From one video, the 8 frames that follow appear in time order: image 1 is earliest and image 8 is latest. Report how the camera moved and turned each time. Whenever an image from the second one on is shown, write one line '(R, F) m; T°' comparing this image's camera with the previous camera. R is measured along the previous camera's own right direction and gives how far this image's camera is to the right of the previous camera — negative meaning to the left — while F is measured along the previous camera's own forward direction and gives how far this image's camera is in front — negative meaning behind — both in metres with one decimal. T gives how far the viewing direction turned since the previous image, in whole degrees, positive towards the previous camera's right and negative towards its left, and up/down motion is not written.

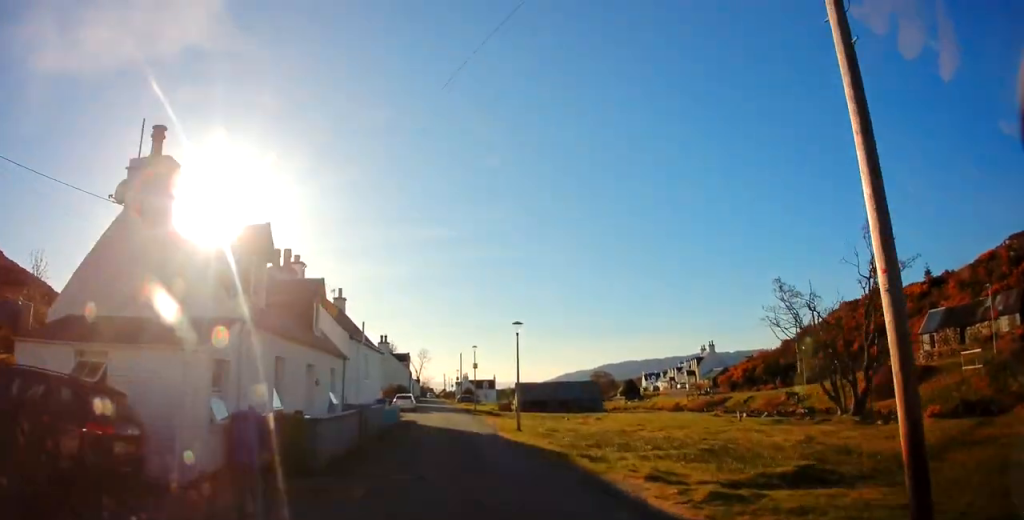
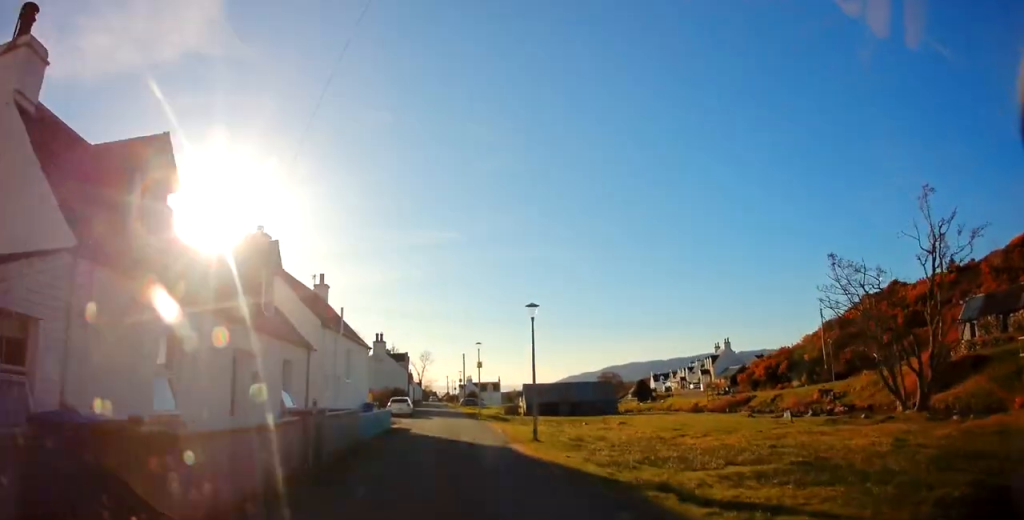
(-0.1, +5.2) m; 0°
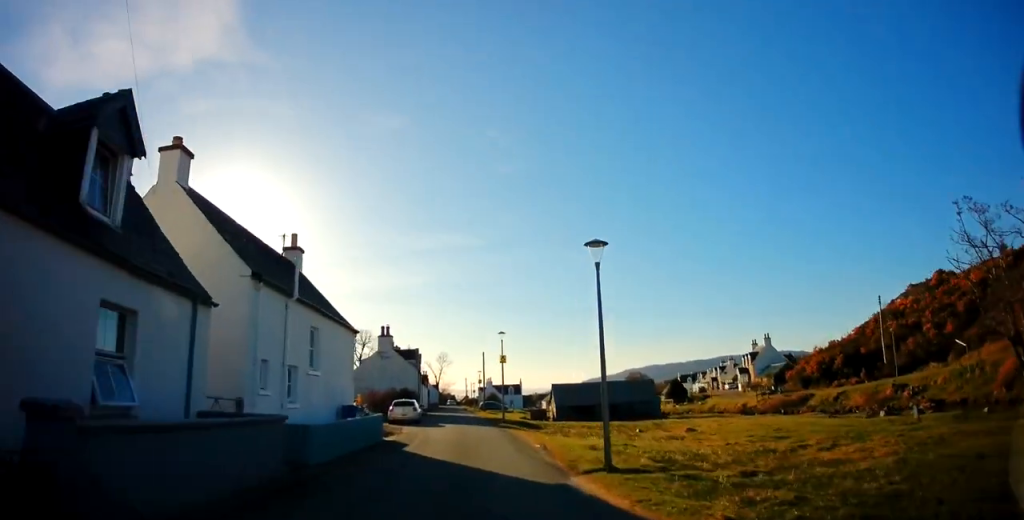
(-0.2, +7.8) m; +1°
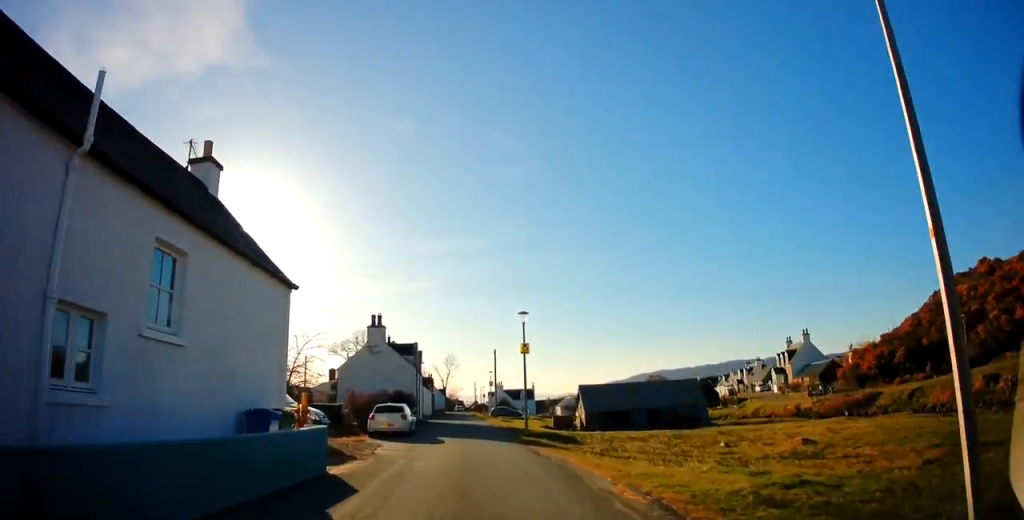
(+0.3, +8.9) m; +2°
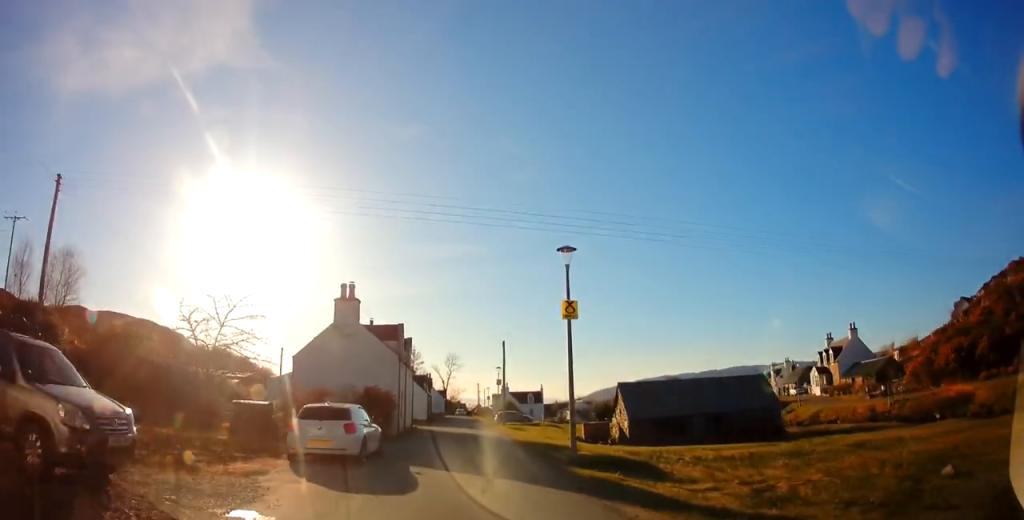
(0.0, +10.5) m; 0°
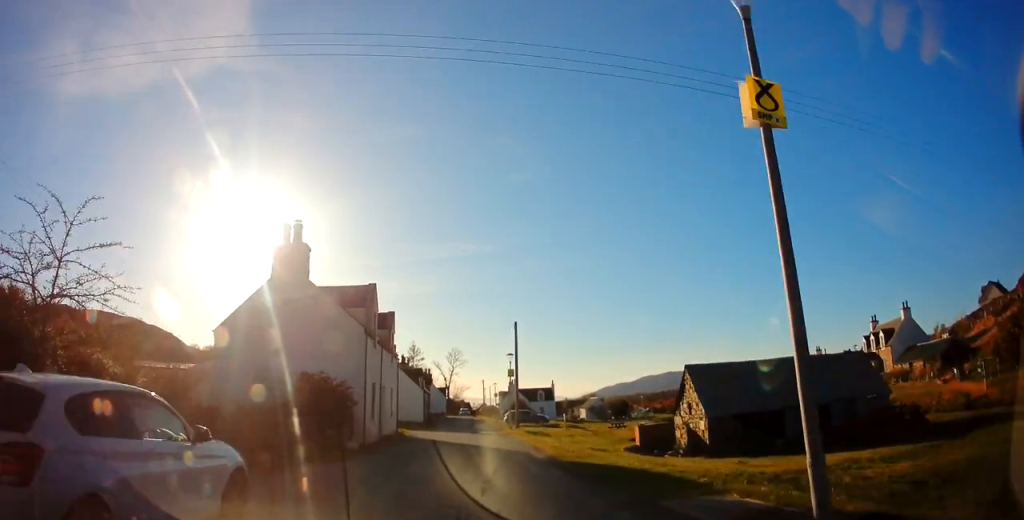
(-0.1, +9.9) m; -3°
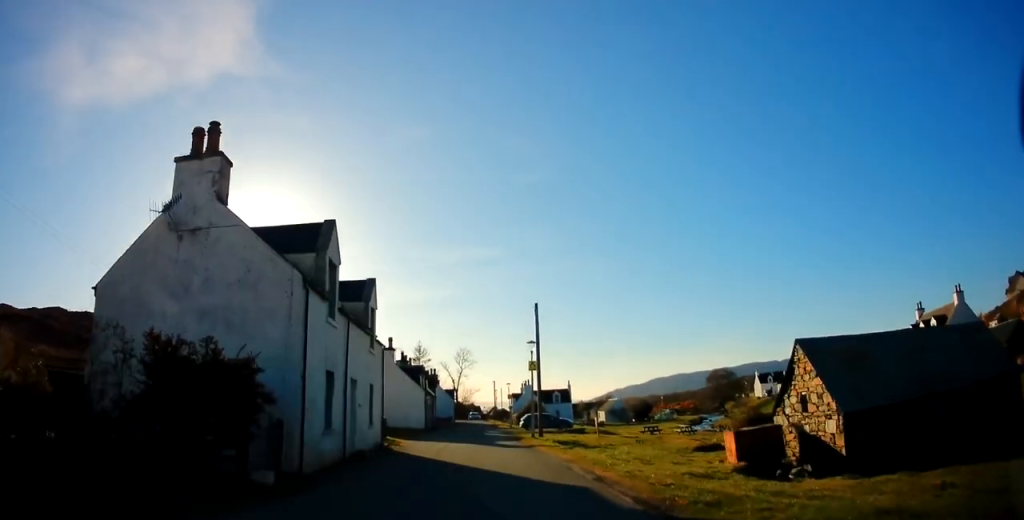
(-0.3, +8.1) m; -2°
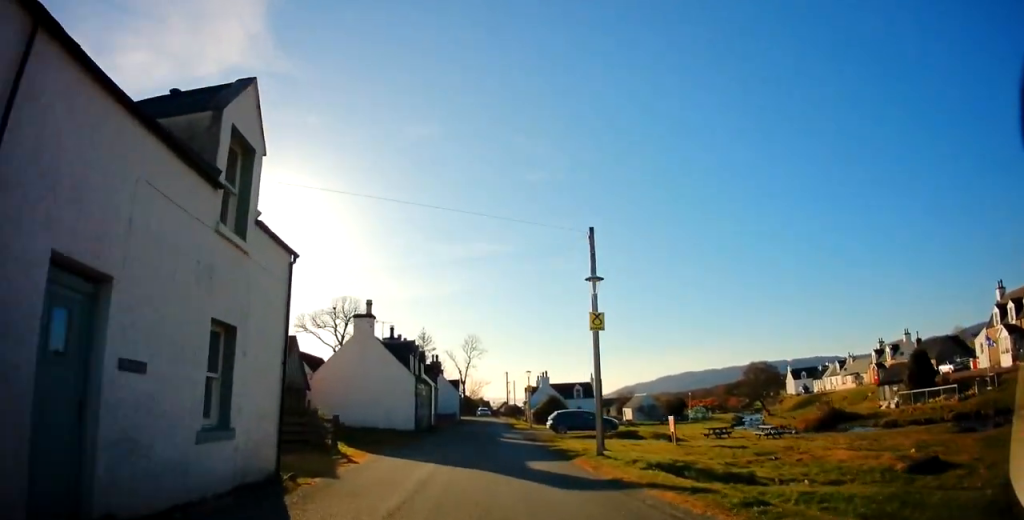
(-0.2, +12.7) m; 0°
